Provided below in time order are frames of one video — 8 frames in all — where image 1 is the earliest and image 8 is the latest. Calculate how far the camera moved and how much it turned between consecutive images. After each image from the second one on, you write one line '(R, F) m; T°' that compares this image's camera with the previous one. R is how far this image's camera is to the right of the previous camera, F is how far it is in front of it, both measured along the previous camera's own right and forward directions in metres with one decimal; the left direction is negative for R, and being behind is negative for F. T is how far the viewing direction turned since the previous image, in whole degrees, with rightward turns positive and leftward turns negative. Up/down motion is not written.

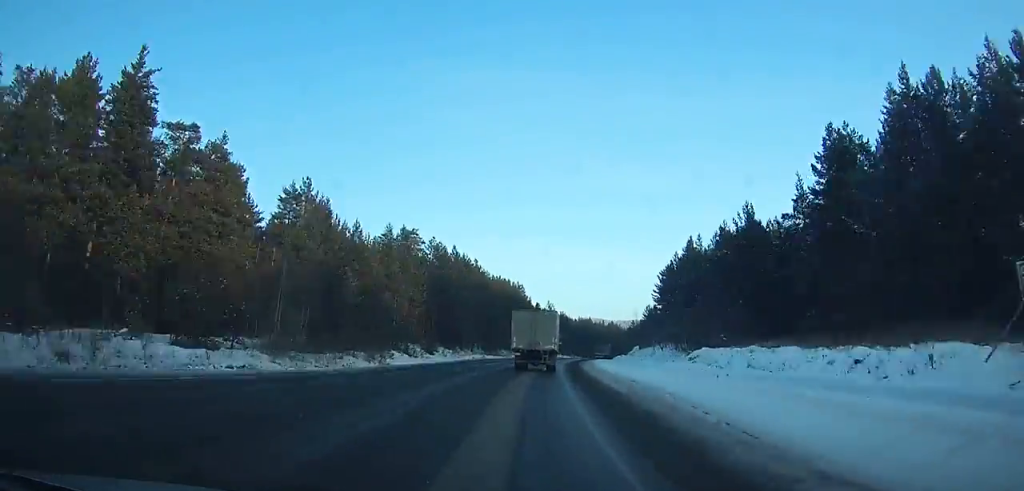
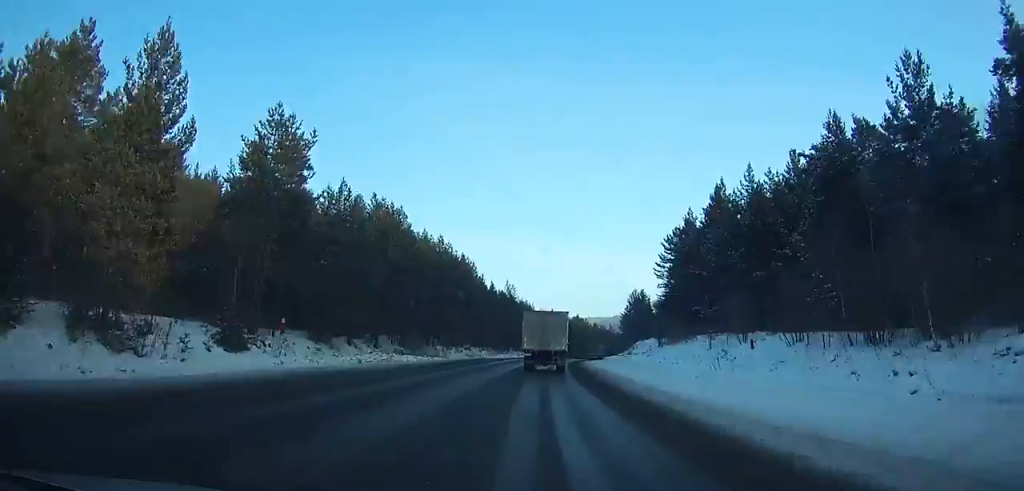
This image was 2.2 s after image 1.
(+1.1, +40.5) m; +4°
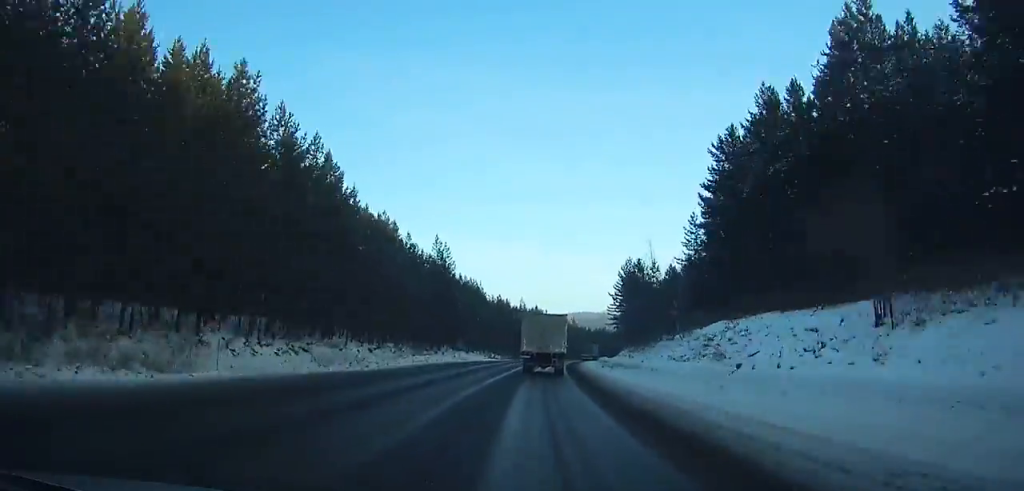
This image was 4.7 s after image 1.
(+1.3, +45.6) m; +4°
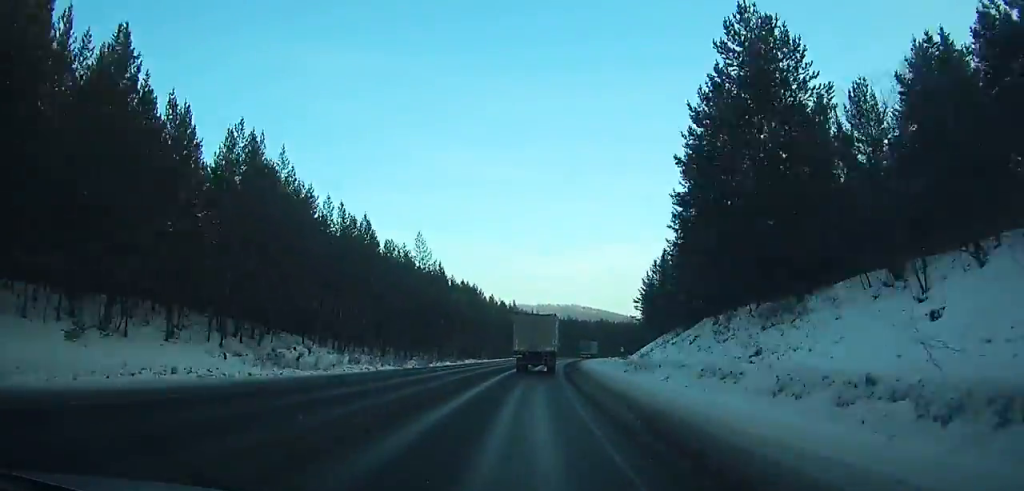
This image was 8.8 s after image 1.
(+4.6, +74.3) m; +7°
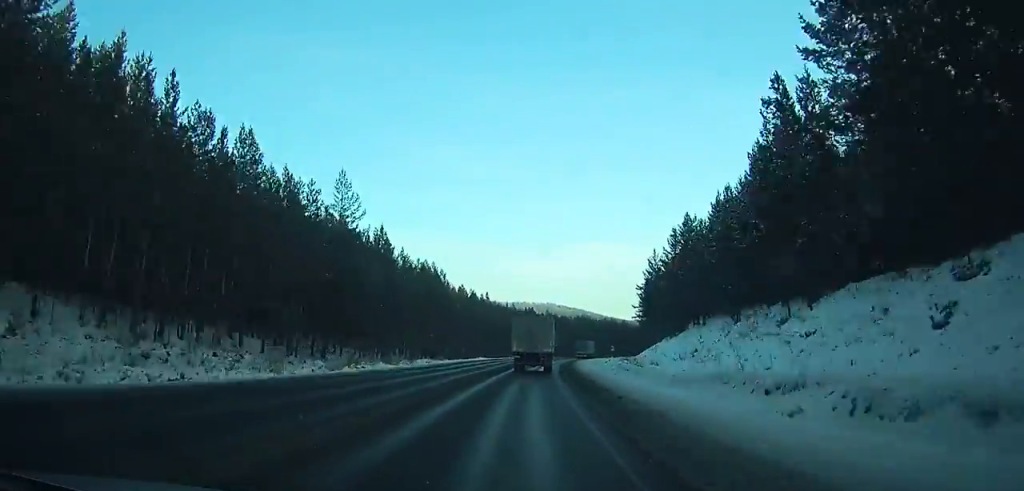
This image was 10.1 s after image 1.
(+0.1, +23.6) m; +2°
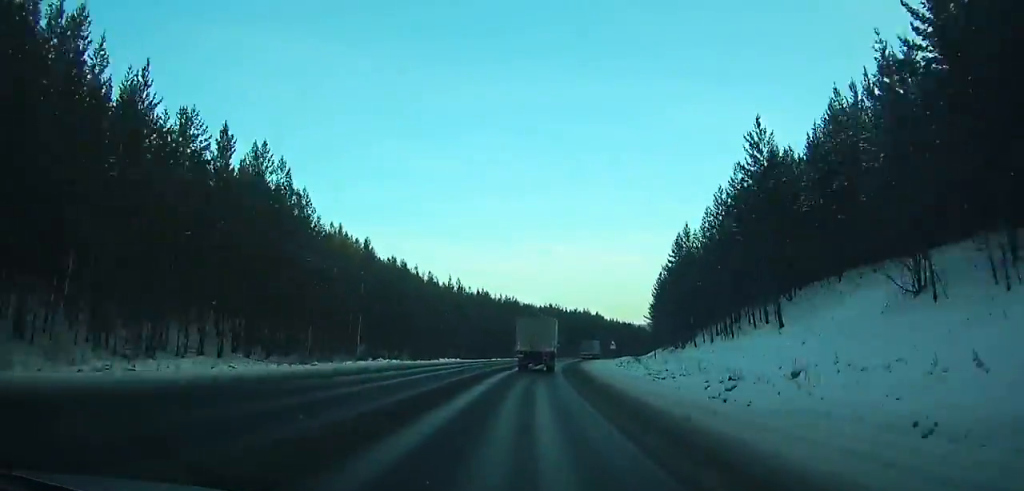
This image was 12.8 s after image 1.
(+2.2, +49.9) m; +5°
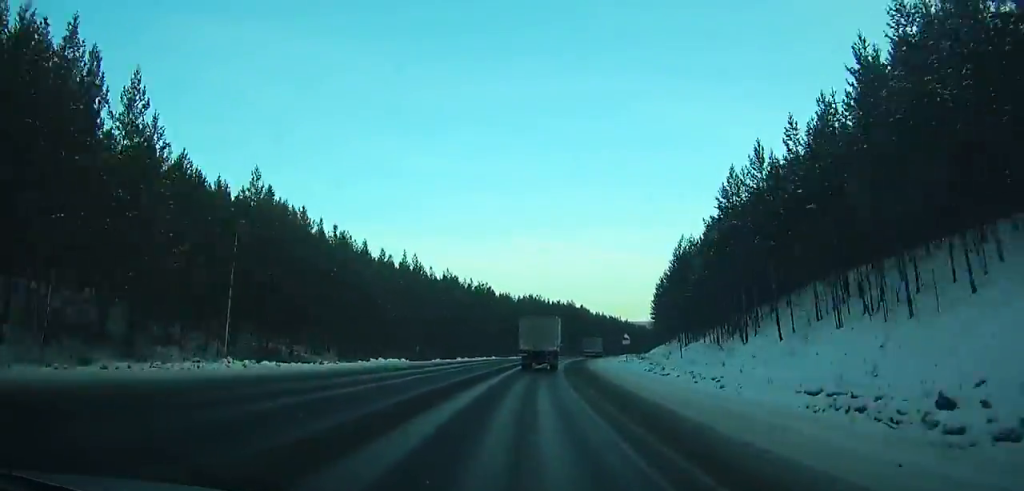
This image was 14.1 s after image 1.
(+0.4, +24.3) m; +3°
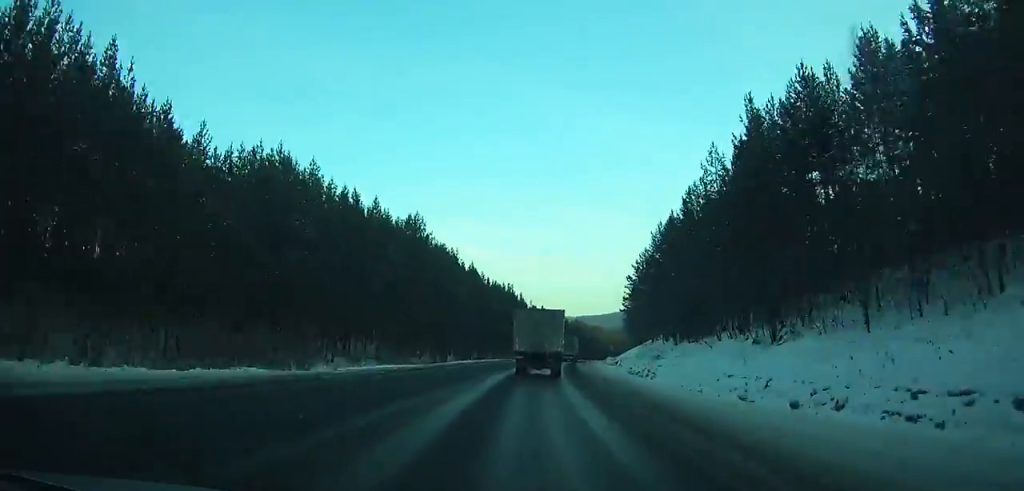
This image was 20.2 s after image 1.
(+13.4, +114.9) m; +13°
